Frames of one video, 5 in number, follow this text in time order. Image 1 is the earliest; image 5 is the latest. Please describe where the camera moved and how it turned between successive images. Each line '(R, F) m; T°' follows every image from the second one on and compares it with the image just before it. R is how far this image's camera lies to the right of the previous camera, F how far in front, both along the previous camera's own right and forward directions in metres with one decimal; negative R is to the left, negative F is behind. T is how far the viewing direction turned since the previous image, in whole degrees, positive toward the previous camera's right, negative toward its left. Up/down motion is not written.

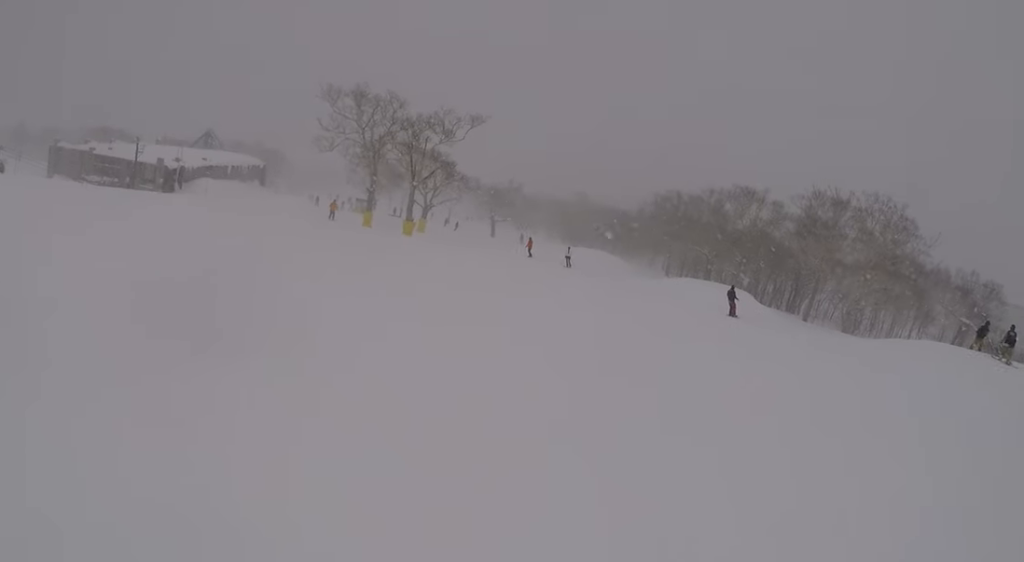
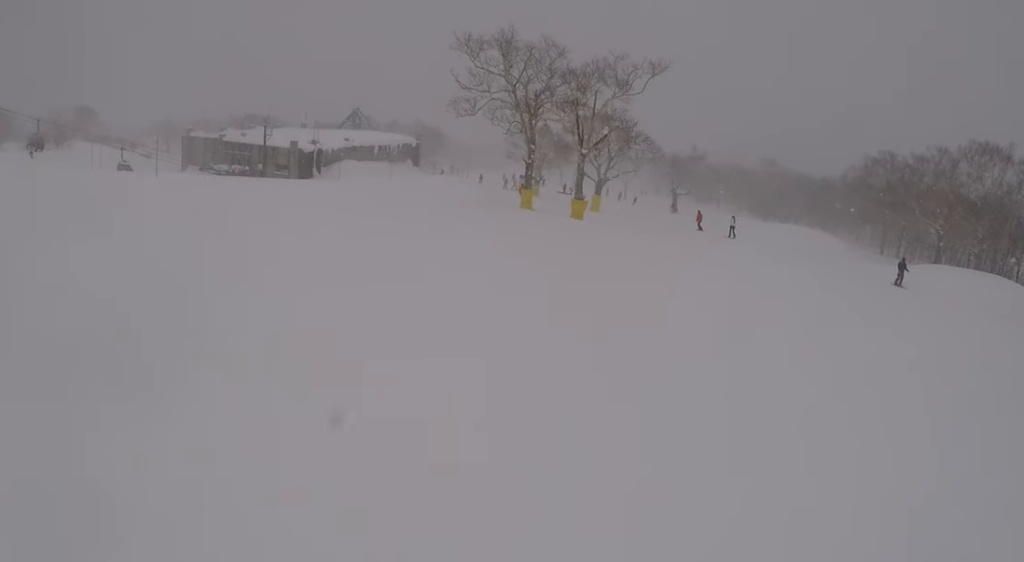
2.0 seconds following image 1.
(-1.7, +12.3) m; -2°
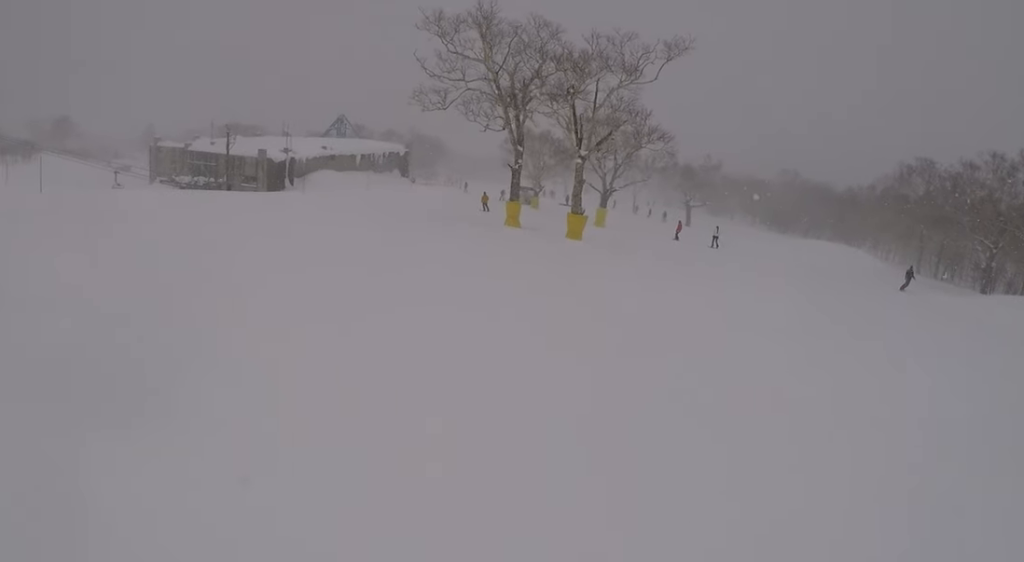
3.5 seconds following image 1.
(+1.6, +9.2) m; 0°
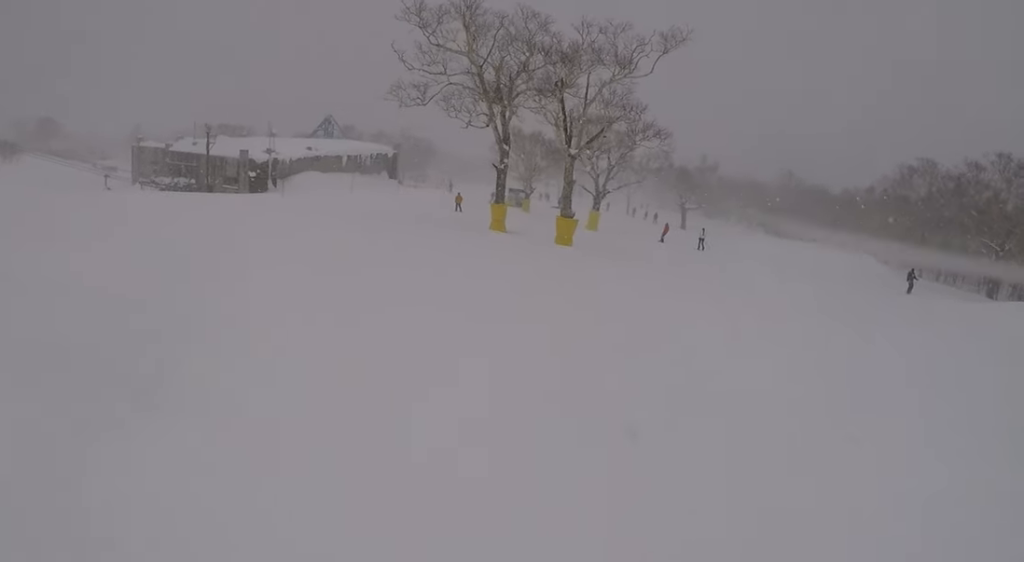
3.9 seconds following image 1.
(-0.8, +2.6) m; 0°
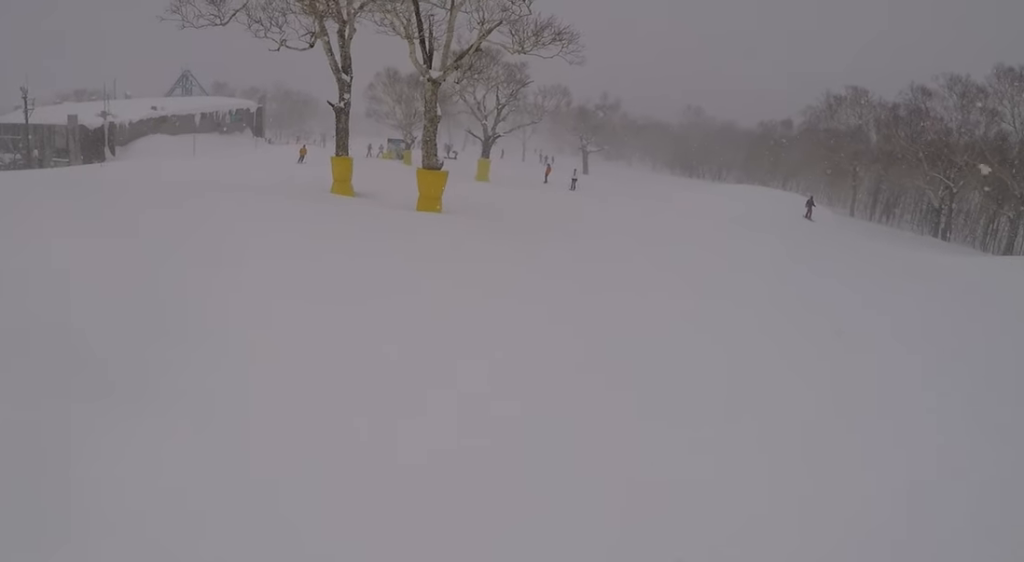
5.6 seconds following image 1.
(+0.8, +9.8) m; +7°
